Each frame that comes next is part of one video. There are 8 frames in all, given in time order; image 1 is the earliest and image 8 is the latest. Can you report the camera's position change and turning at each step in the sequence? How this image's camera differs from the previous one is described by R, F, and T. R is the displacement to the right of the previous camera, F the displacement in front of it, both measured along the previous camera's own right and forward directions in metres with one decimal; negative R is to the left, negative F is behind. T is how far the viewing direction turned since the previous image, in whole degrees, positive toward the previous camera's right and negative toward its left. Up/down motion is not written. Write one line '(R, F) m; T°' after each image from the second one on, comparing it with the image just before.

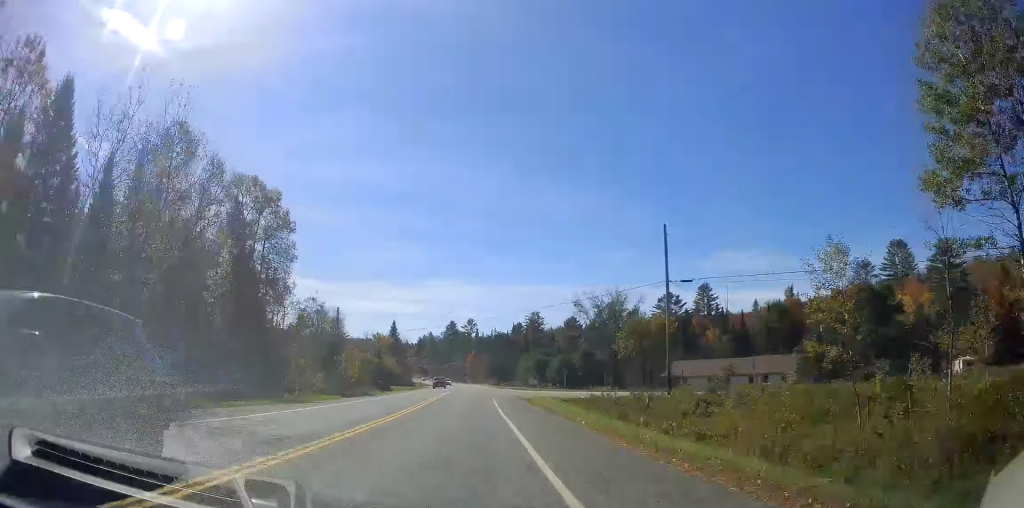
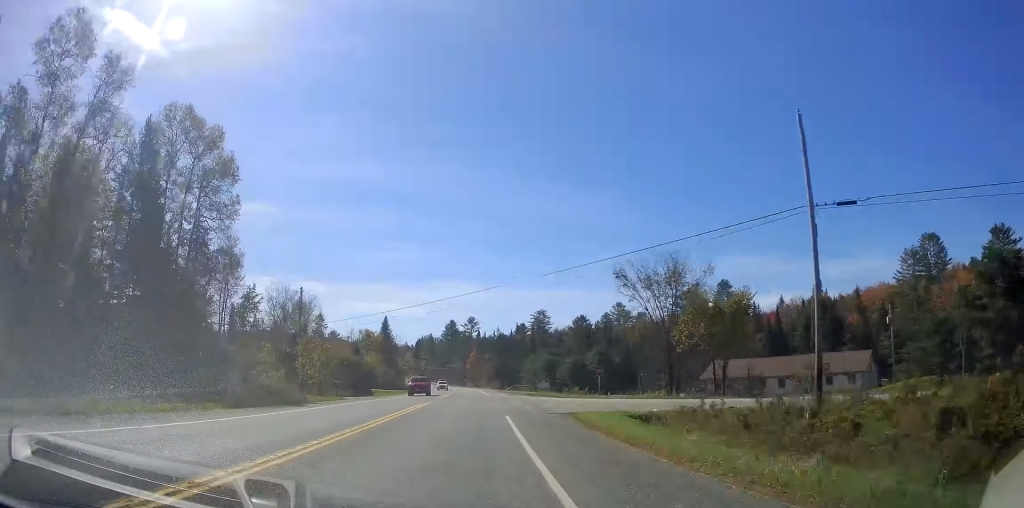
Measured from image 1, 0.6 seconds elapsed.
(-0.4, +17.0) m; -1°
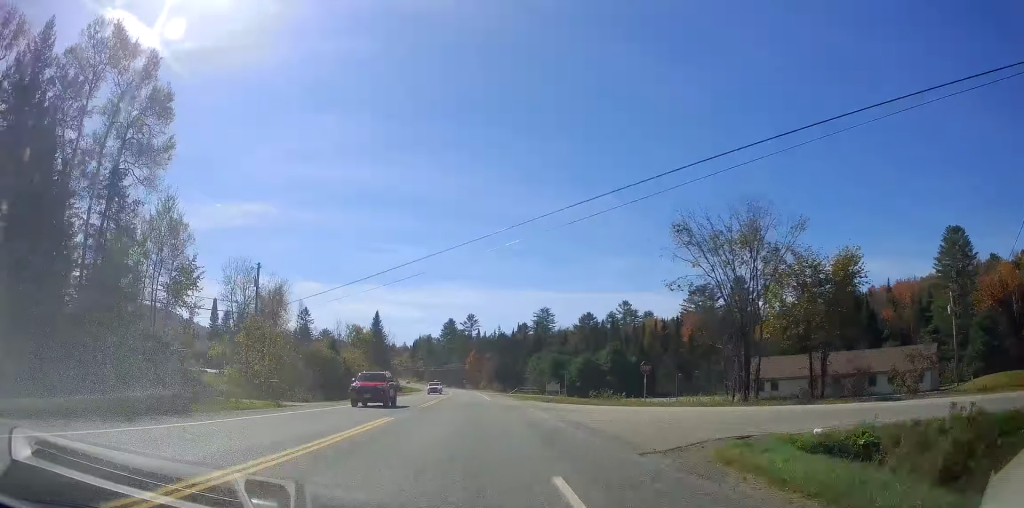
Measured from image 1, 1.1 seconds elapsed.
(+0.1, +12.6) m; +1°
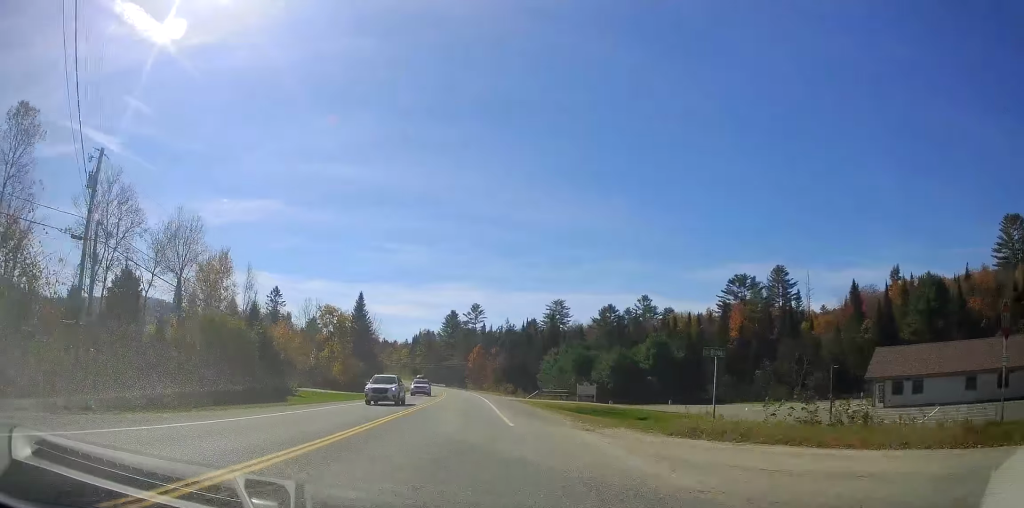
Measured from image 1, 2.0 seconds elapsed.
(+0.4, +24.2) m; +1°
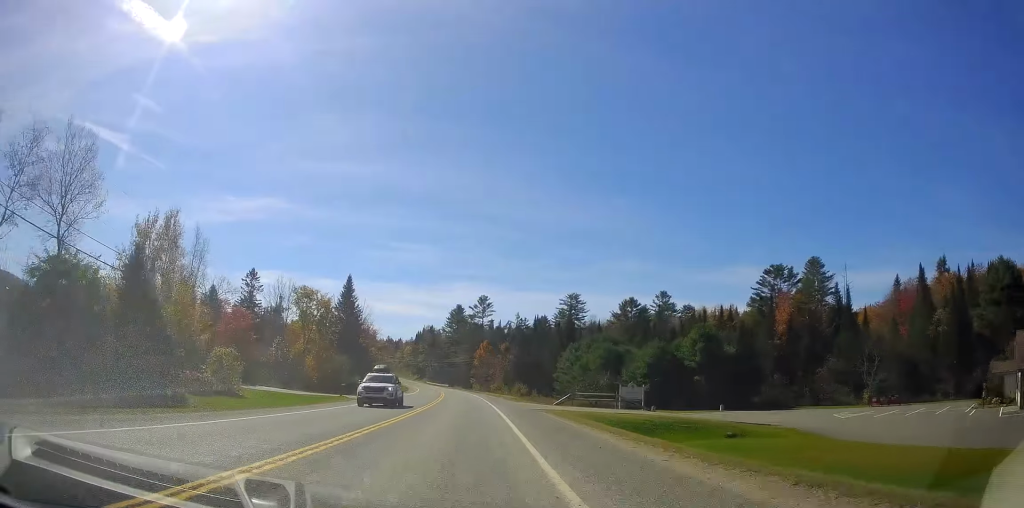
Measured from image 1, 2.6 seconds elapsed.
(+0.3, +16.1) m; 0°
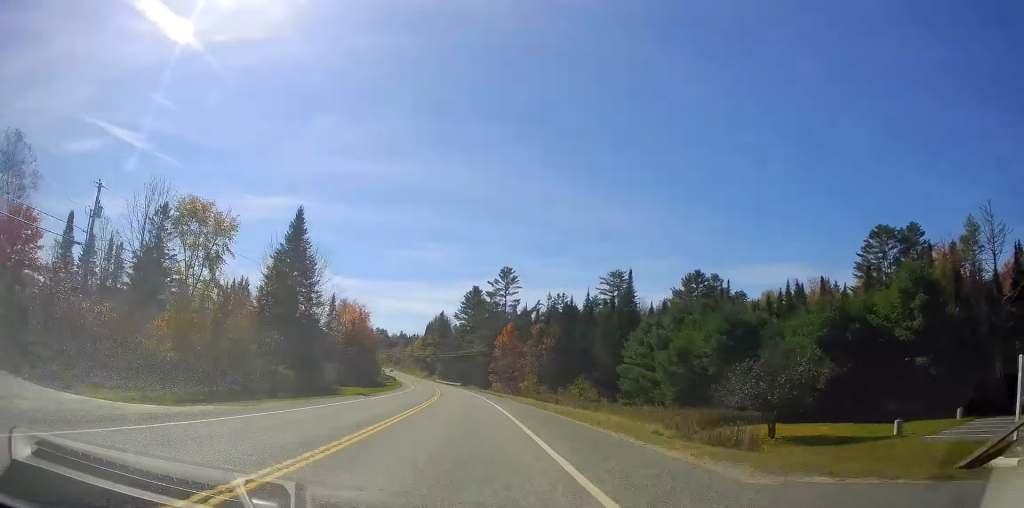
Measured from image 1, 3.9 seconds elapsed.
(-0.7, +35.9) m; -2°
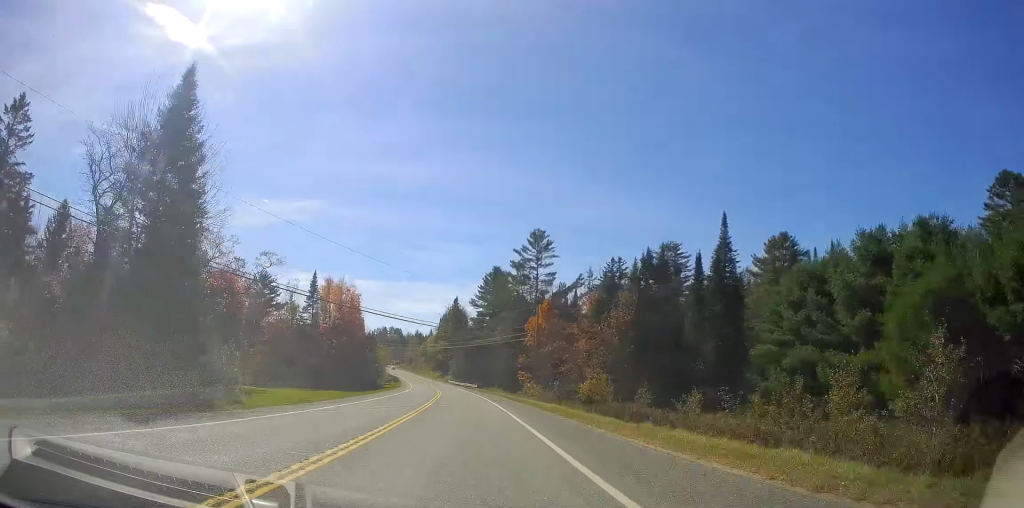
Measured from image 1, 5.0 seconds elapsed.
(-0.4, +30.0) m; -2°
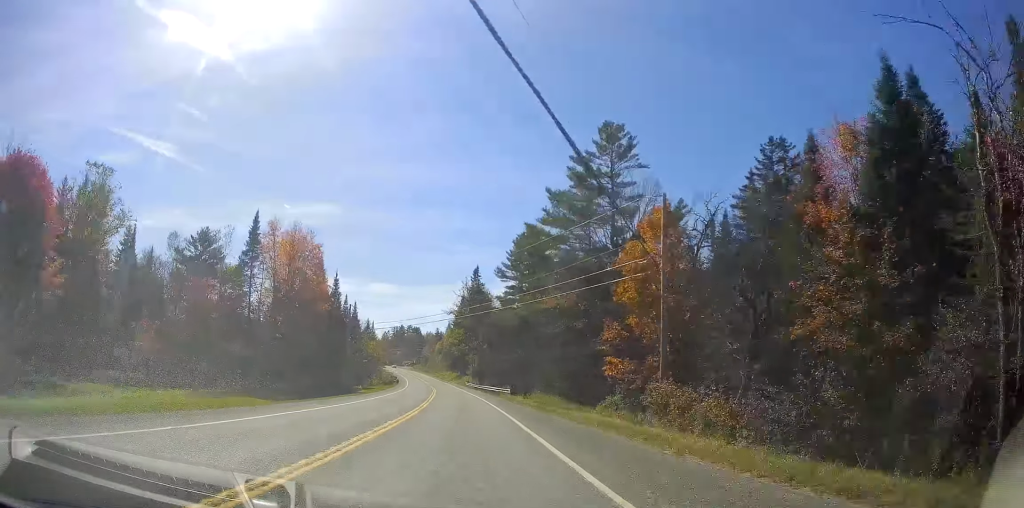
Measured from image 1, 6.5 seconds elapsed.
(-0.8, +40.0) m; -2°
